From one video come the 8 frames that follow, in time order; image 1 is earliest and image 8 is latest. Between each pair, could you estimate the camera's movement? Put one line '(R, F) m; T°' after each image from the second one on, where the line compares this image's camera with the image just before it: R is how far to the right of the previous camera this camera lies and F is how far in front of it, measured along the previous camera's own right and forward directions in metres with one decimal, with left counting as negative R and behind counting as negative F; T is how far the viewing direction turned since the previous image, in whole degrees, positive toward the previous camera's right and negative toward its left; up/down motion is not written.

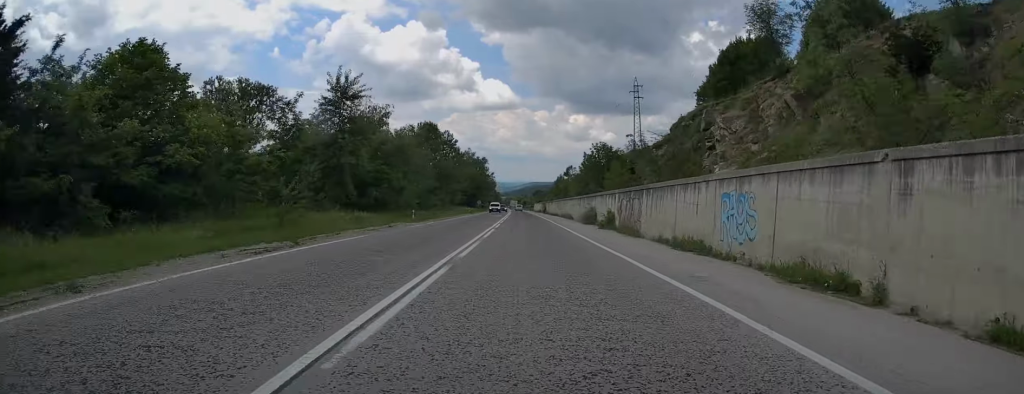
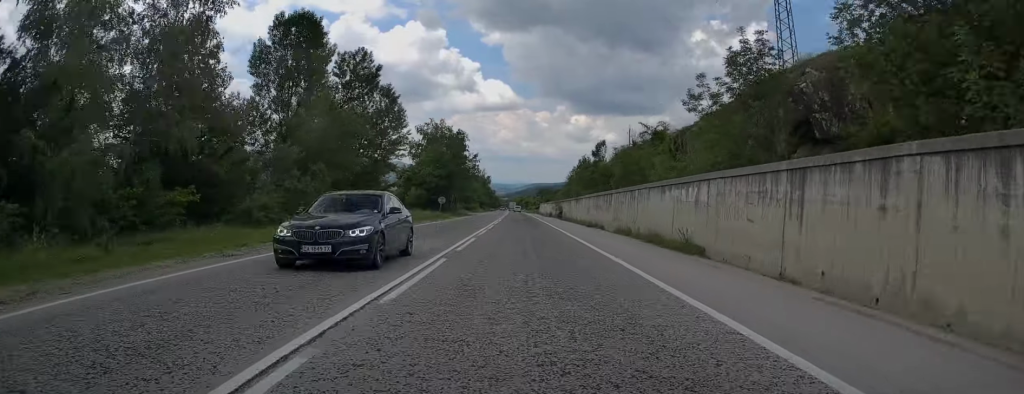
(+0.3, +51.1) m; -1°
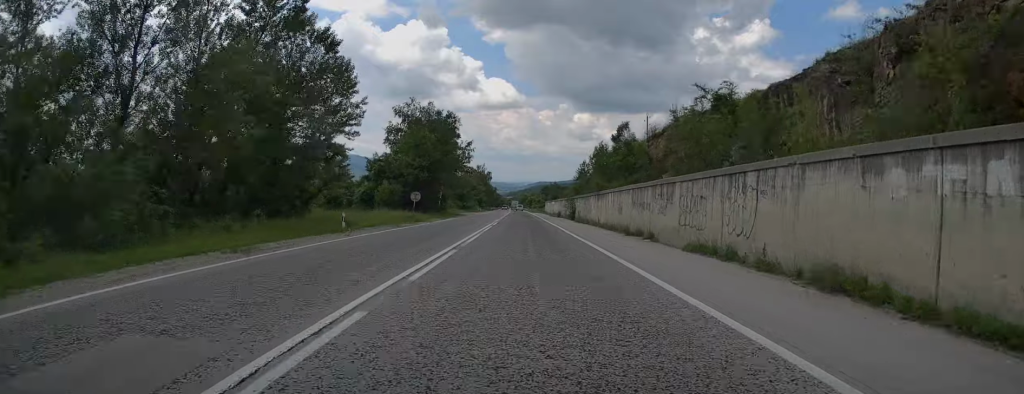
(-0.3, +15.7) m; 0°
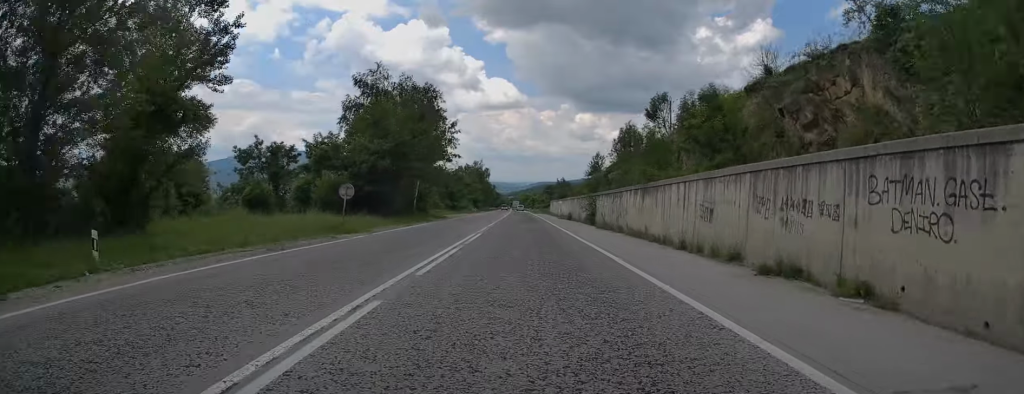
(0.0, +17.1) m; 0°
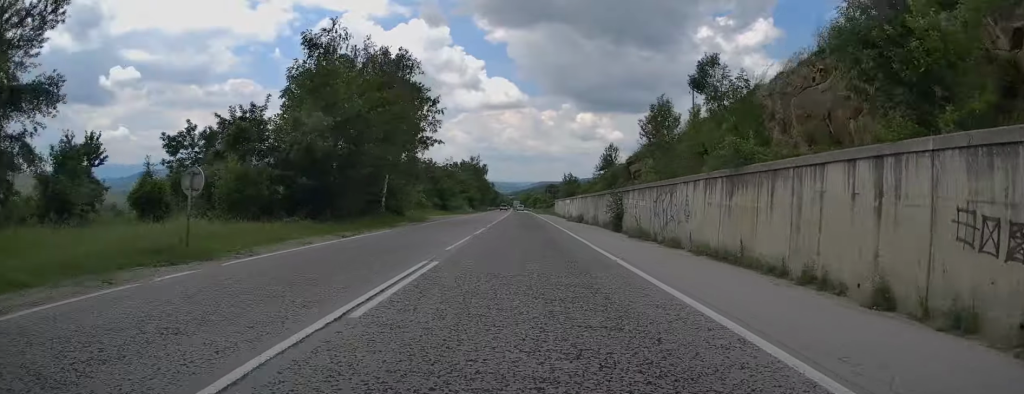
(+0.2, +12.6) m; 0°
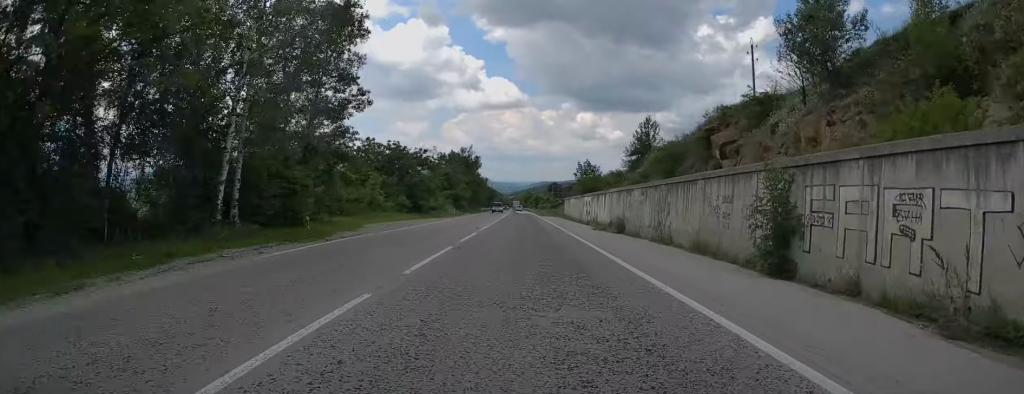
(-0.4, +23.0) m; 0°
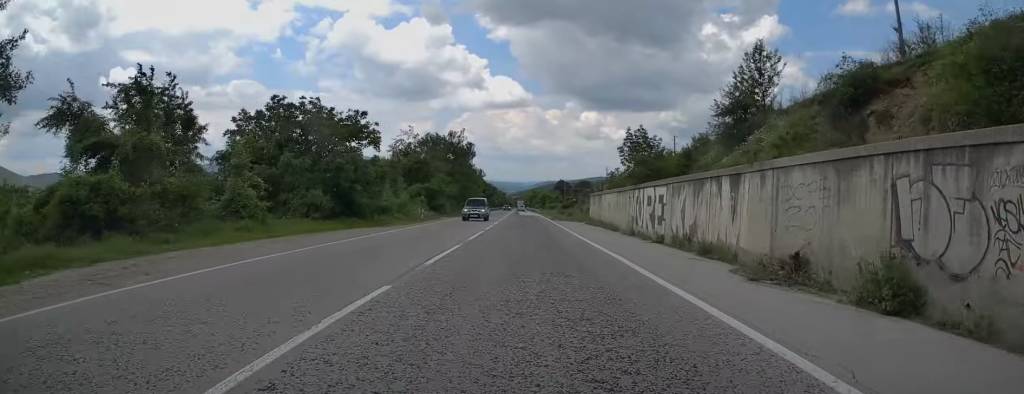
(+0.4, +25.8) m; 0°
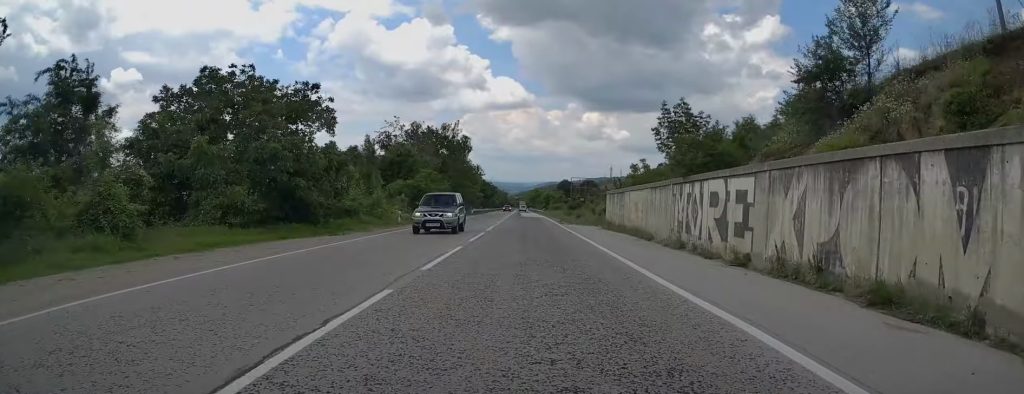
(-0.2, +9.6) m; 0°
